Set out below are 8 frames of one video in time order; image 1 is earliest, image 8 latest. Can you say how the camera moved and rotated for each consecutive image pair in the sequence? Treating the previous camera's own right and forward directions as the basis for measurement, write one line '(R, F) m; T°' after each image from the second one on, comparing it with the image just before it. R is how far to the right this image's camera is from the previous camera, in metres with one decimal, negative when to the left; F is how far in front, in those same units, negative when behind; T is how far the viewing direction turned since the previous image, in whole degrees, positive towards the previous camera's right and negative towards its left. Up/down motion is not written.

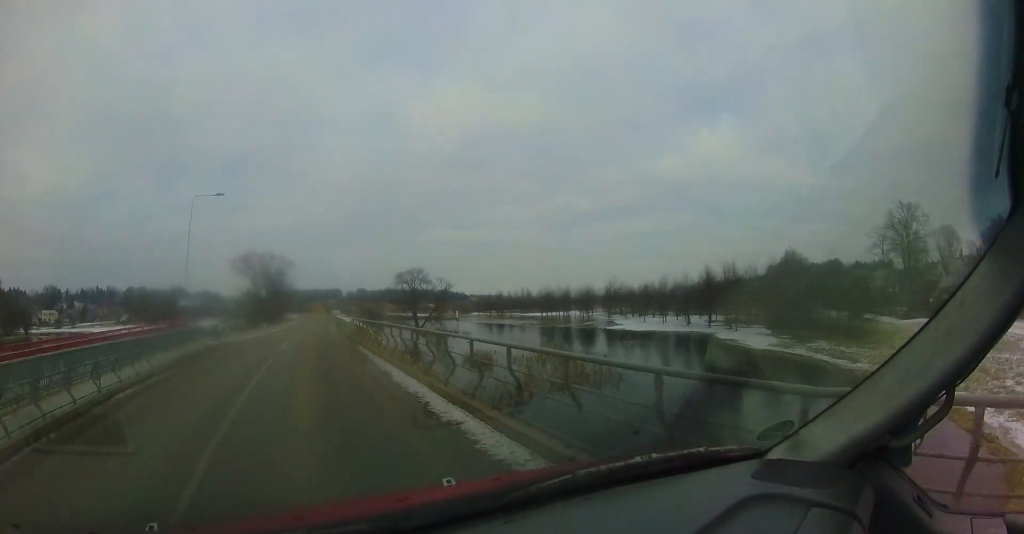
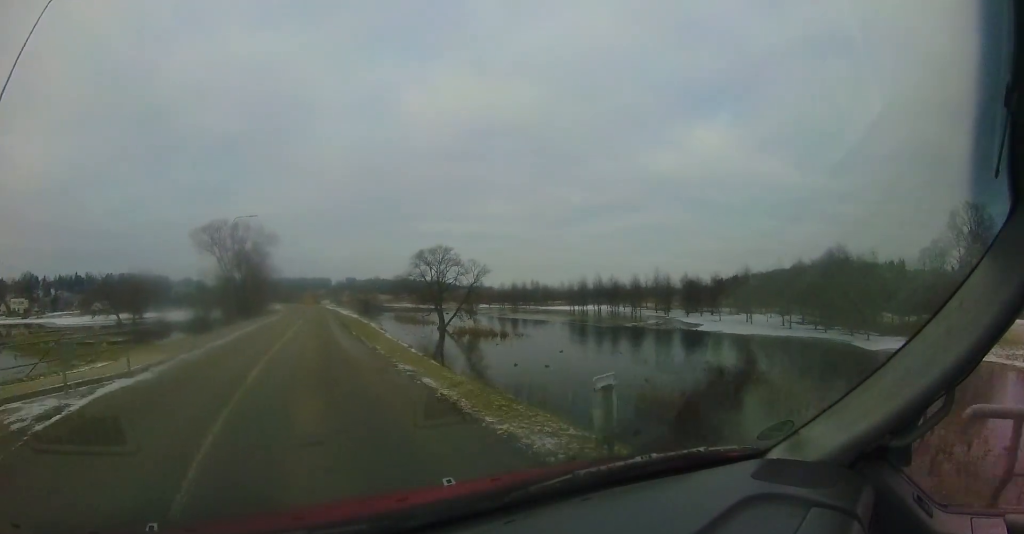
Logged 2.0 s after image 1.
(+0.5, +17.7) m; +1°
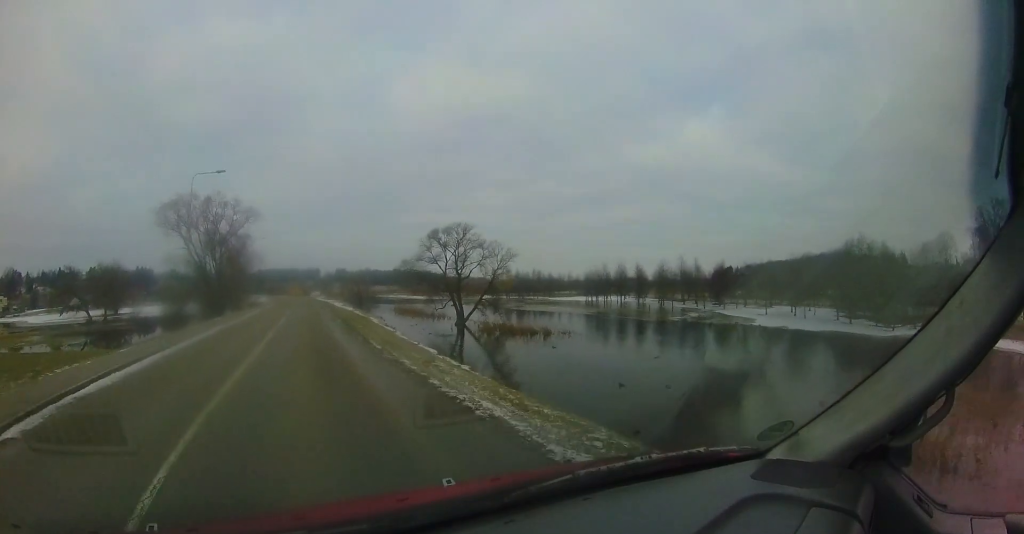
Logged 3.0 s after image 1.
(0.0, +9.3) m; 0°
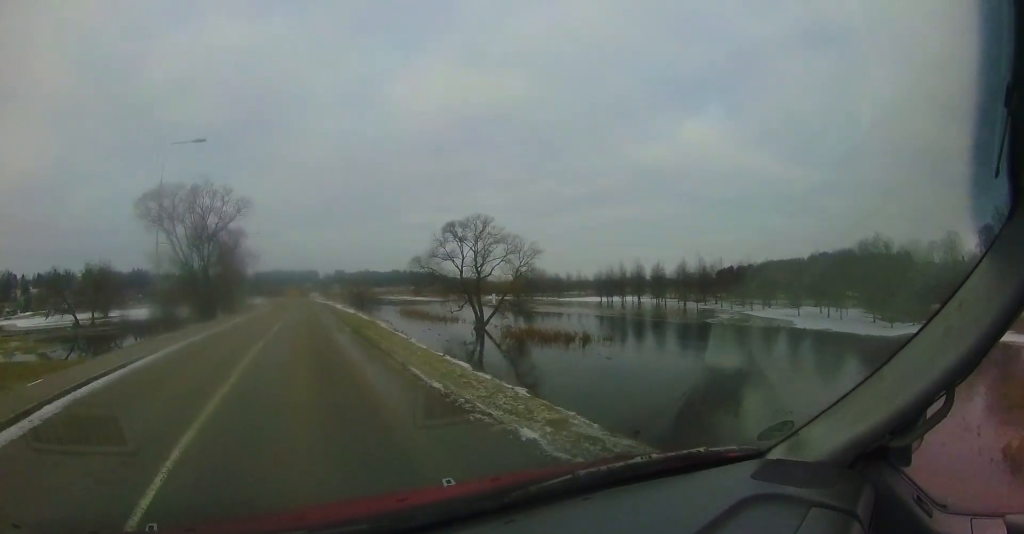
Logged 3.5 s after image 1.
(0.0, +5.0) m; 0°
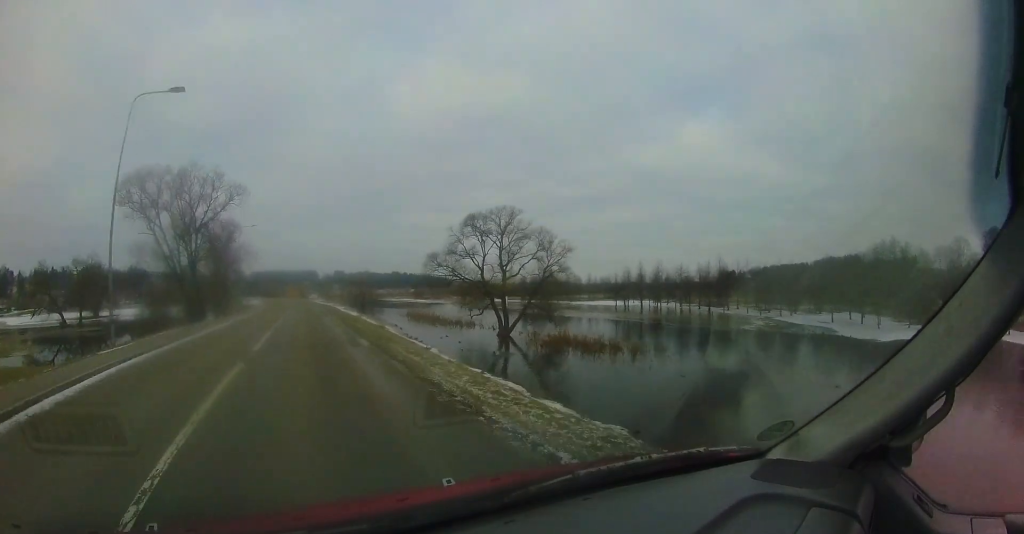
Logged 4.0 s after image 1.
(0.0, +4.8) m; 0°
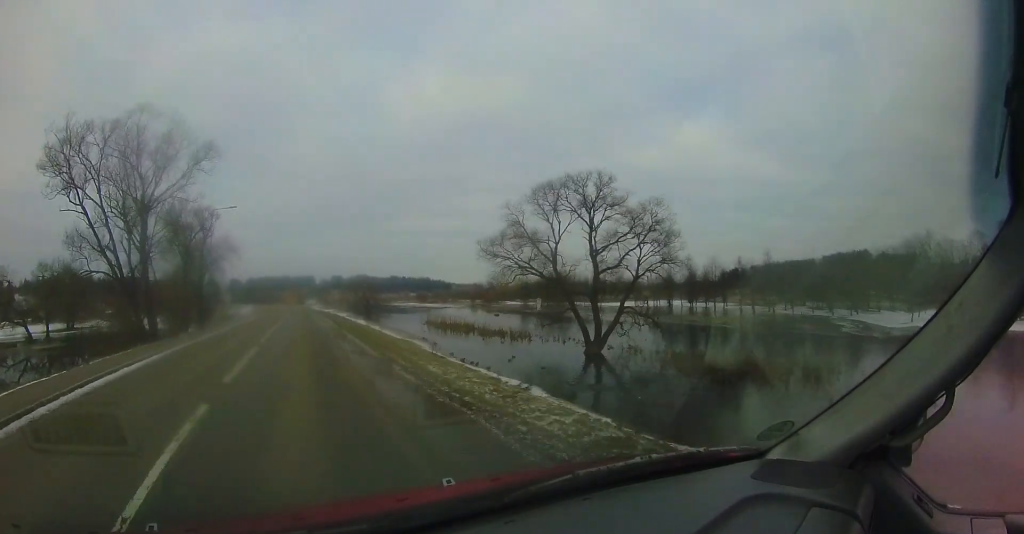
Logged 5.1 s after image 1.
(+0.1, +10.8) m; +3°
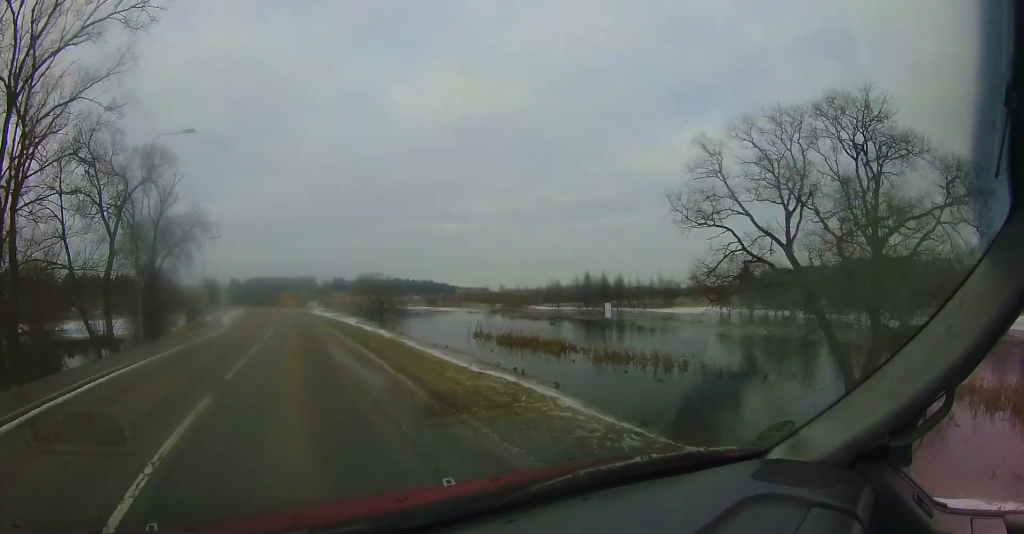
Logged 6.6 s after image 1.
(+0.3, +14.5) m; 0°
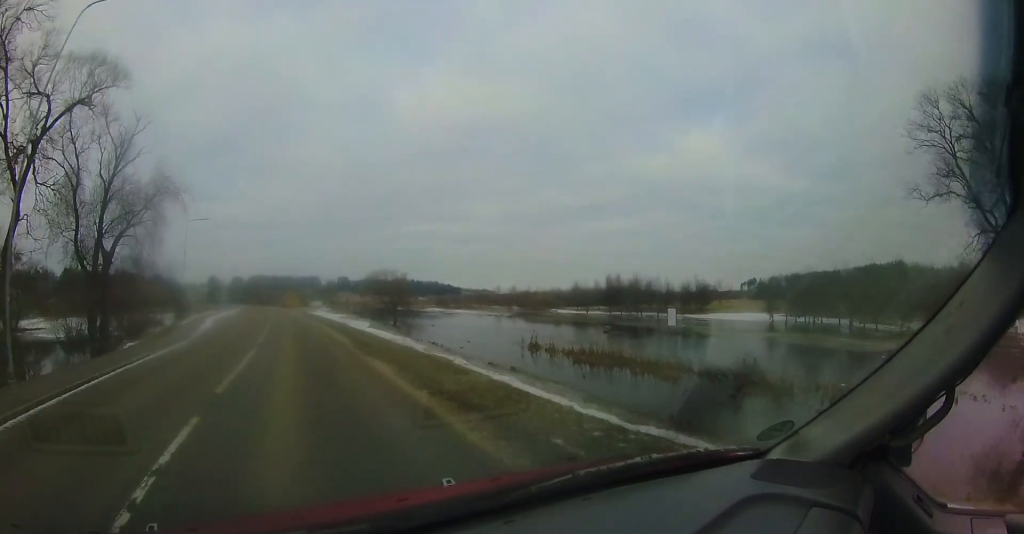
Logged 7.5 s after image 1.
(-0.1, +9.1) m; -1°
